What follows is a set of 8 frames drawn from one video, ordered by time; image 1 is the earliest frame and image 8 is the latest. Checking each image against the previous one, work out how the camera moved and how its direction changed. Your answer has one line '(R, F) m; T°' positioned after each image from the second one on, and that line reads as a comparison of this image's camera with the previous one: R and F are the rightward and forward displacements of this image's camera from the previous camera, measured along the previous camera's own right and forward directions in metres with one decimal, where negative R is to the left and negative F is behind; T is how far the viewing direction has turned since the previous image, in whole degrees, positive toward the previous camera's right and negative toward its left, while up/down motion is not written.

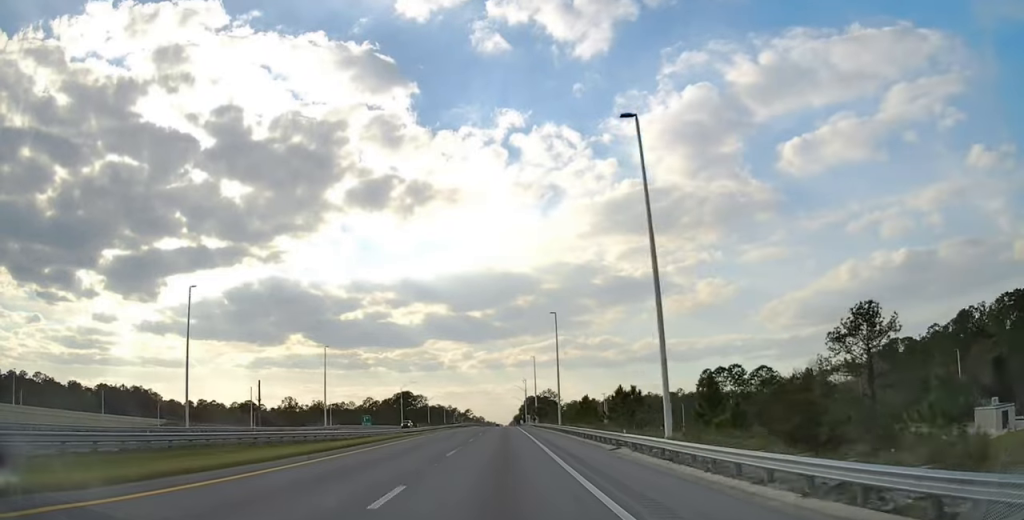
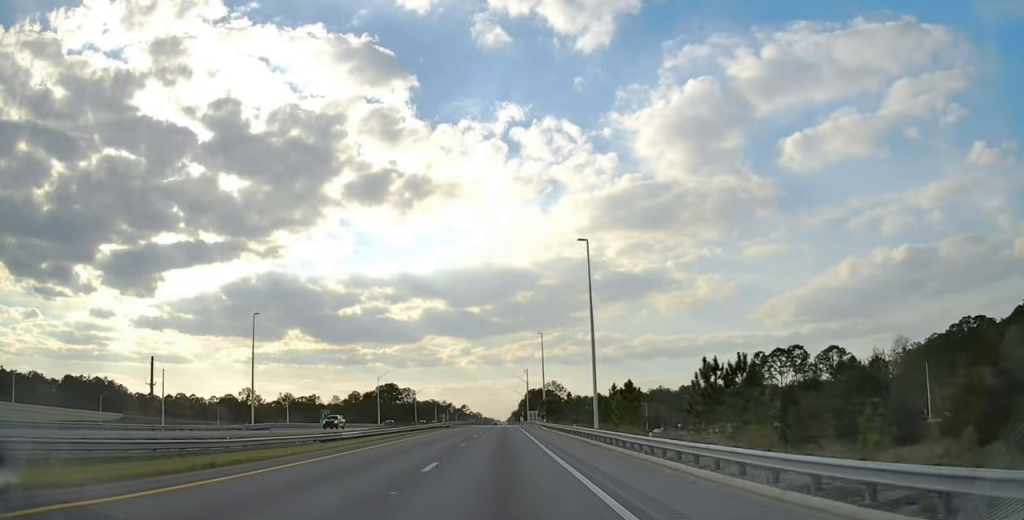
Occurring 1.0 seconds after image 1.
(0.0, +32.6) m; 0°
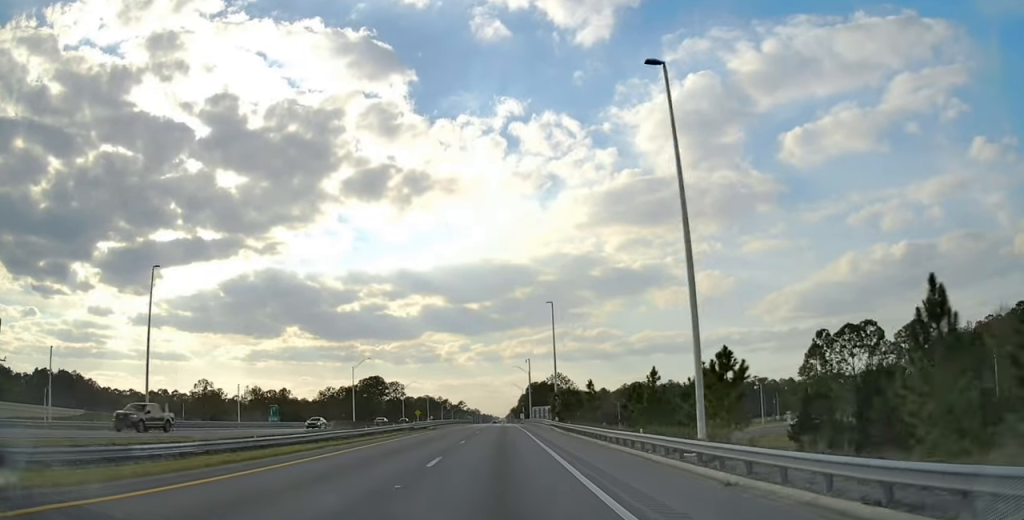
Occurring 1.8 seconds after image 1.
(+0.1, +25.2) m; 0°
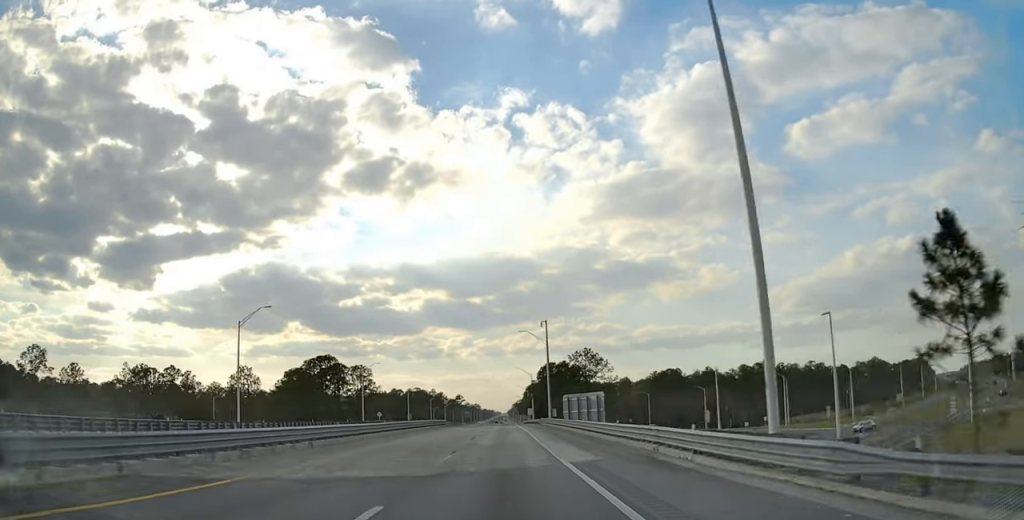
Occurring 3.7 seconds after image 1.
(-0.2, +60.0) m; 0°
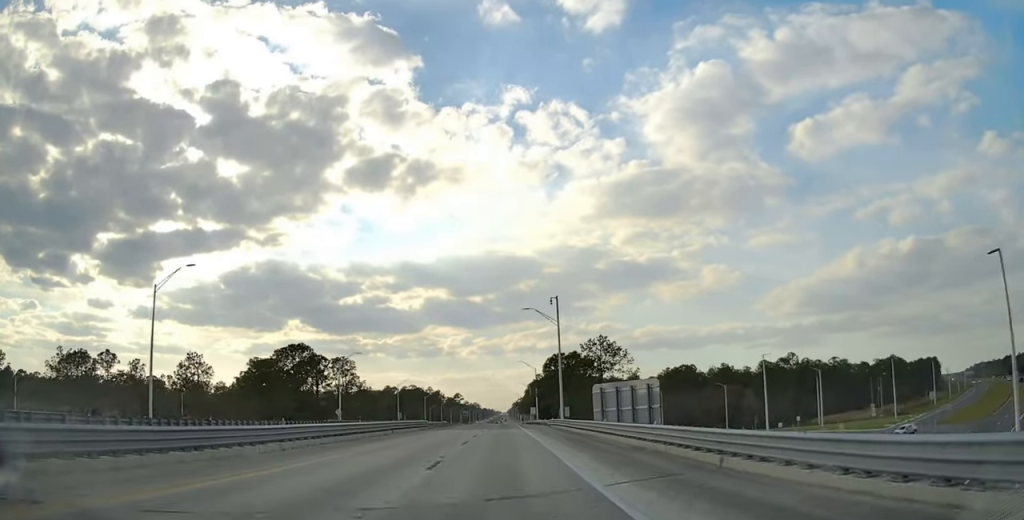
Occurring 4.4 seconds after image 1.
(0.0, +20.0) m; 0°
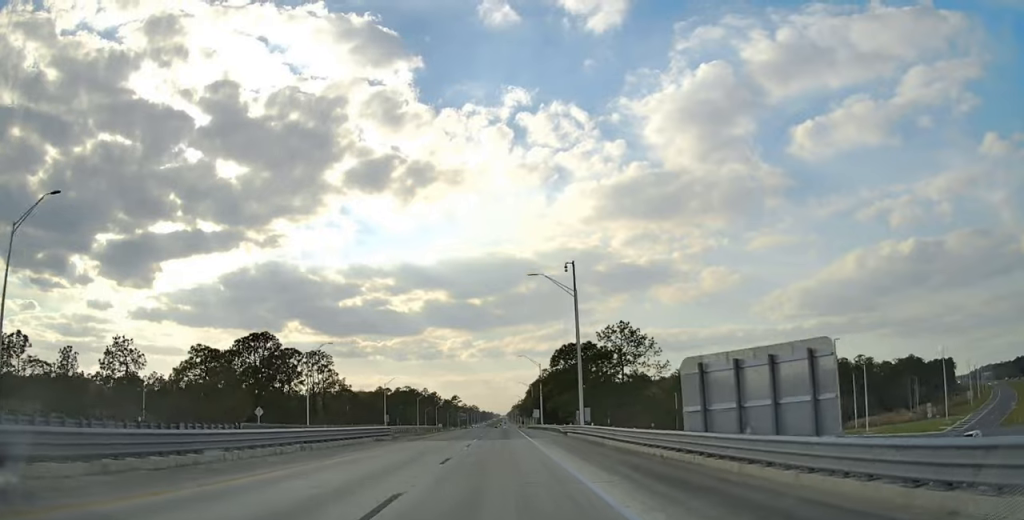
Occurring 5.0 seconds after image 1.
(0.0, +19.9) m; 0°
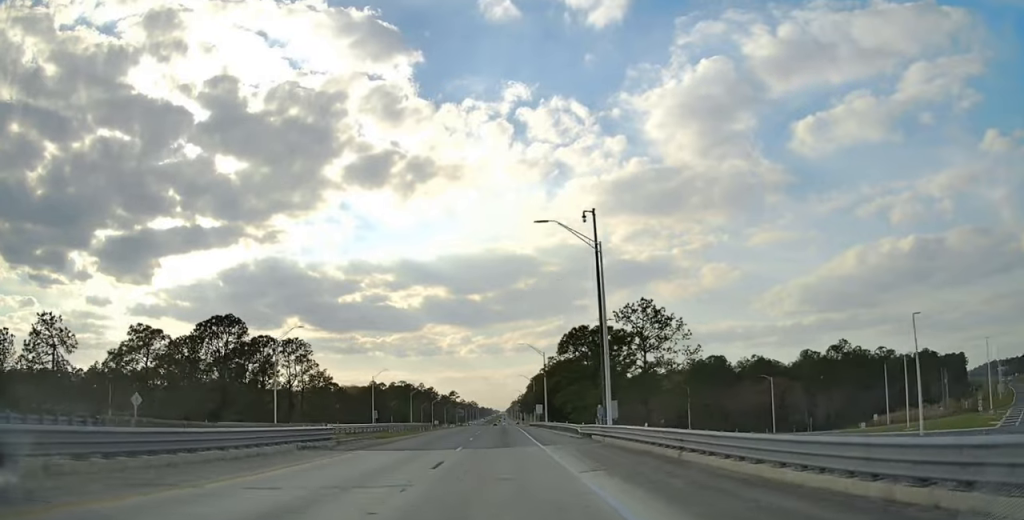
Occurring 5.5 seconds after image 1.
(0.0, +14.7) m; 0°
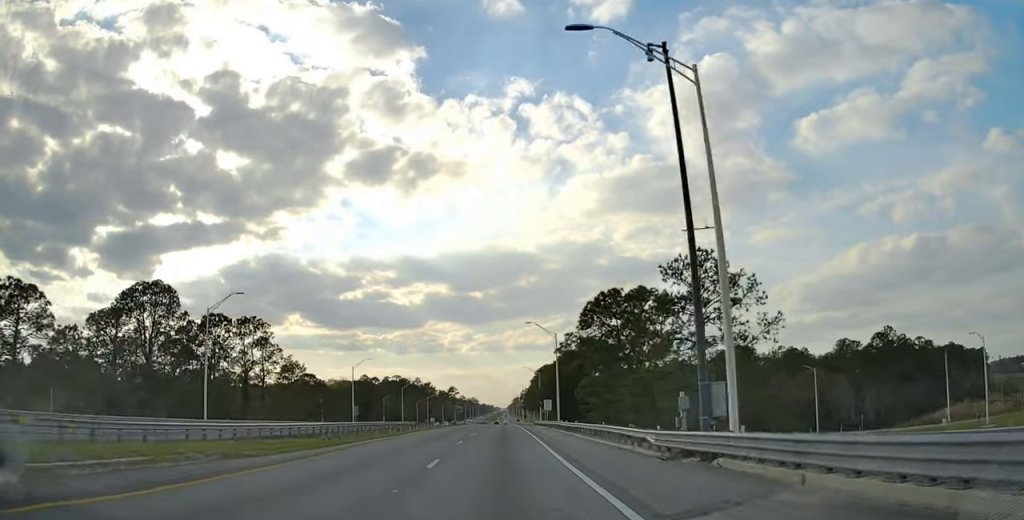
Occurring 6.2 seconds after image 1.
(0.0, +22.1) m; 0°
